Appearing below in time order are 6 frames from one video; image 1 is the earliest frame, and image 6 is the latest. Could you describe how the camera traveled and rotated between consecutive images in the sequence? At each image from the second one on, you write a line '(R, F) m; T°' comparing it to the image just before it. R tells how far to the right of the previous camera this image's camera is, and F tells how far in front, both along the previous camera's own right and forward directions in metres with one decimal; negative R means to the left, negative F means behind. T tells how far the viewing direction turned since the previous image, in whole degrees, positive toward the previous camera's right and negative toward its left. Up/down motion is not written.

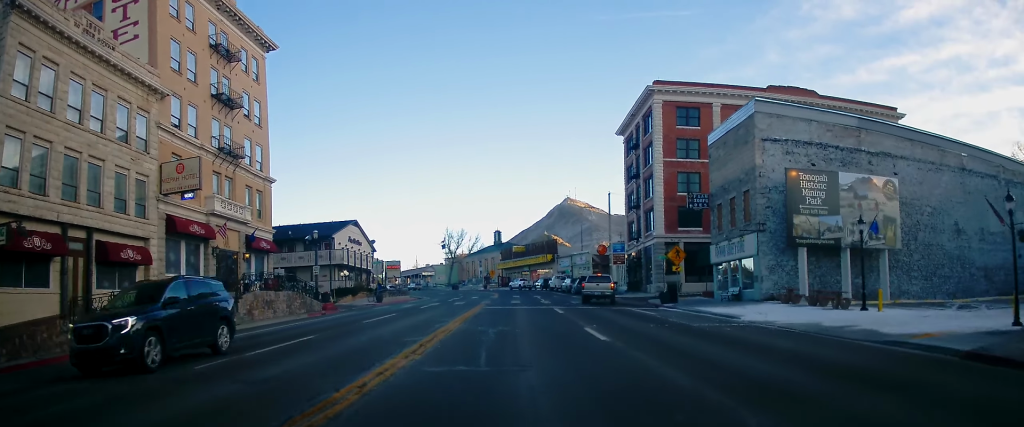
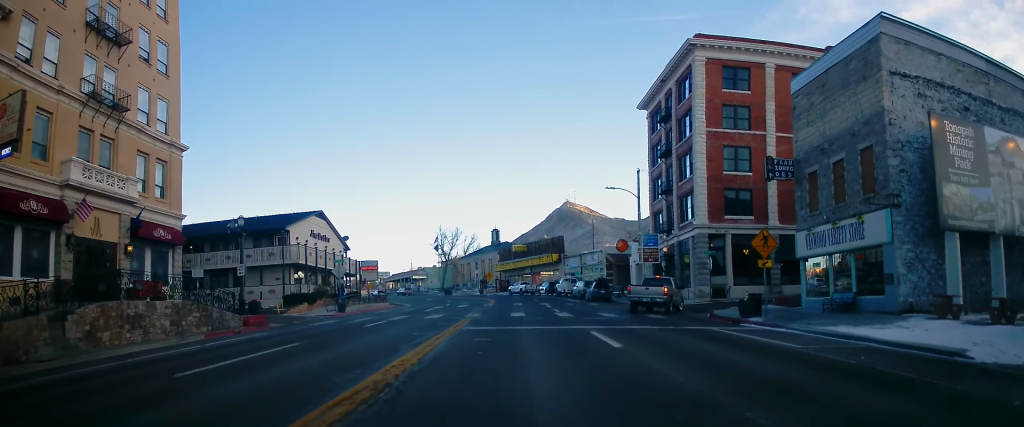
(-0.1, +12.9) m; +3°
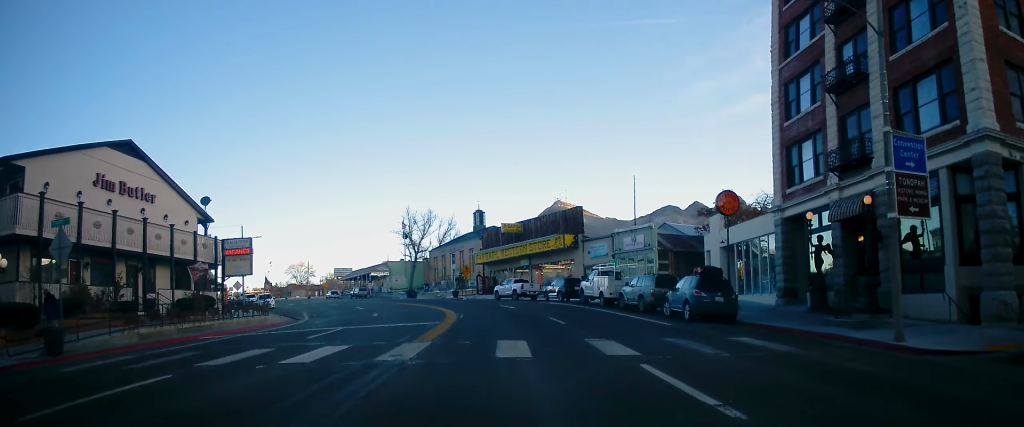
(+1.2, +30.3) m; -1°
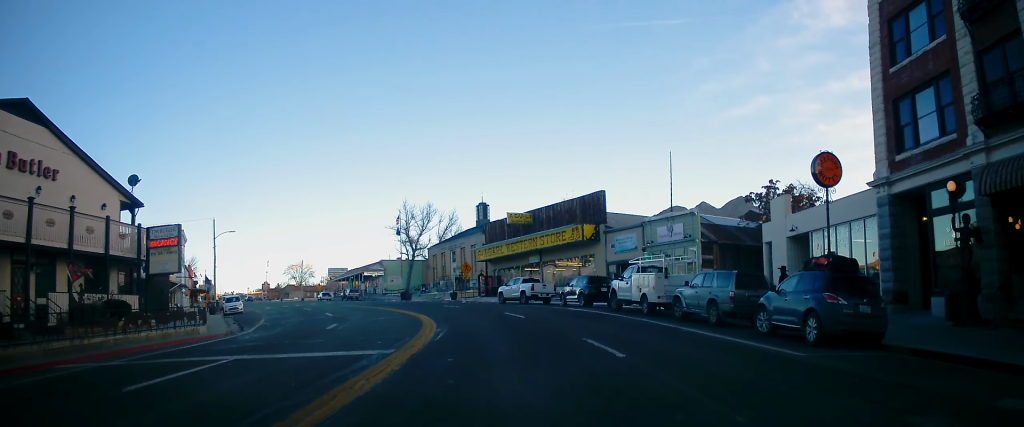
(0.0, +9.0) m; -1°
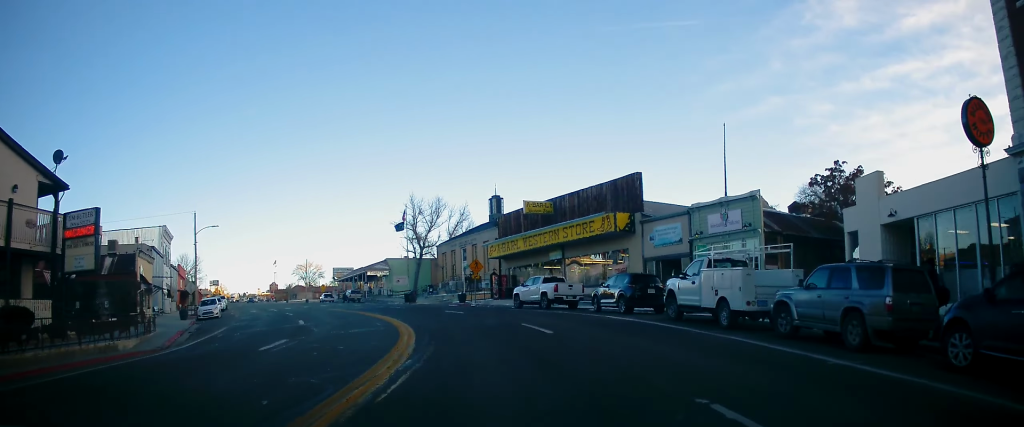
(0.0, +7.3) m; 0°
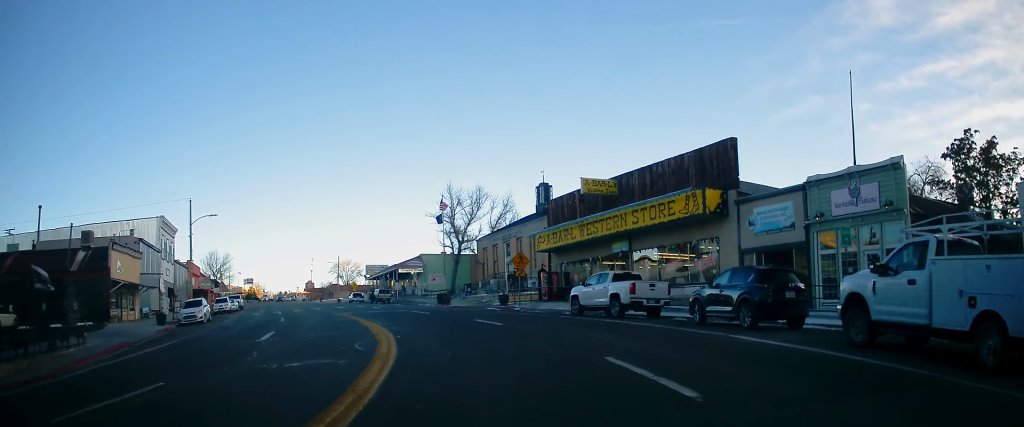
(-0.1, +8.8) m; -3°
